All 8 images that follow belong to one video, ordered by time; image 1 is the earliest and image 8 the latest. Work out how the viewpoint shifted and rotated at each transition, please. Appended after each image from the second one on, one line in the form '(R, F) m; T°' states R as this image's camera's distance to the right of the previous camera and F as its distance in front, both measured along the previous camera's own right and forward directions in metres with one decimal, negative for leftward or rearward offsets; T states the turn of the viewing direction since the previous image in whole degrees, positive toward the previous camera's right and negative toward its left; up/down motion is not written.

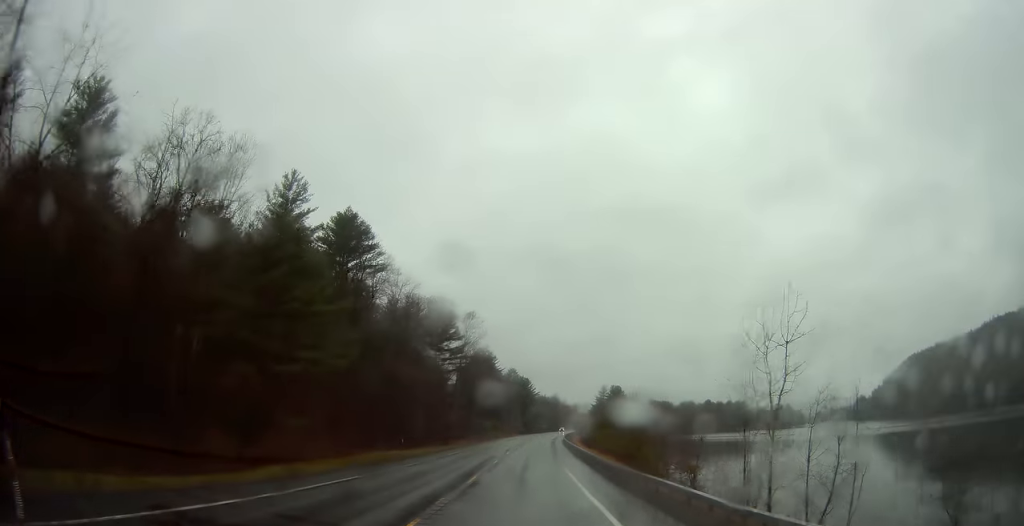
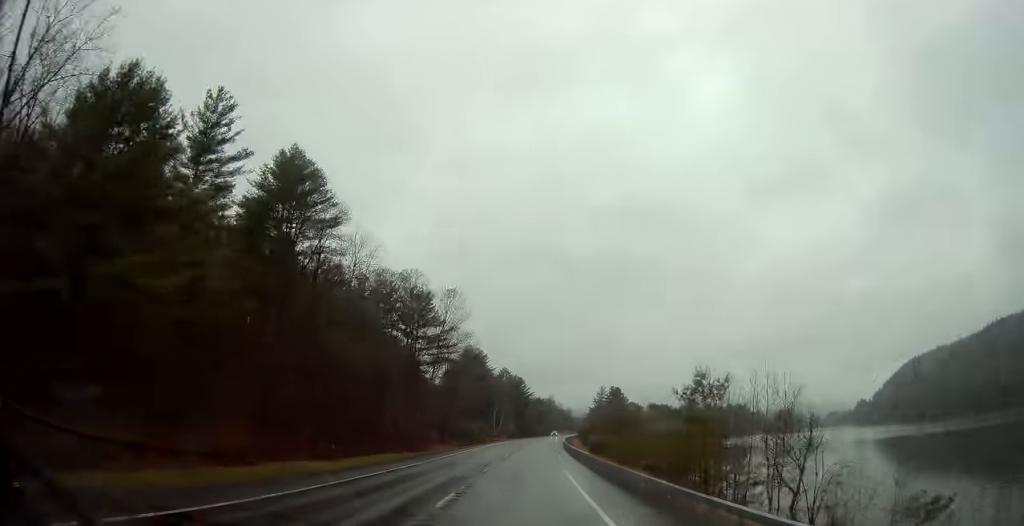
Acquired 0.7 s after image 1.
(+0.3, +19.0) m; +1°
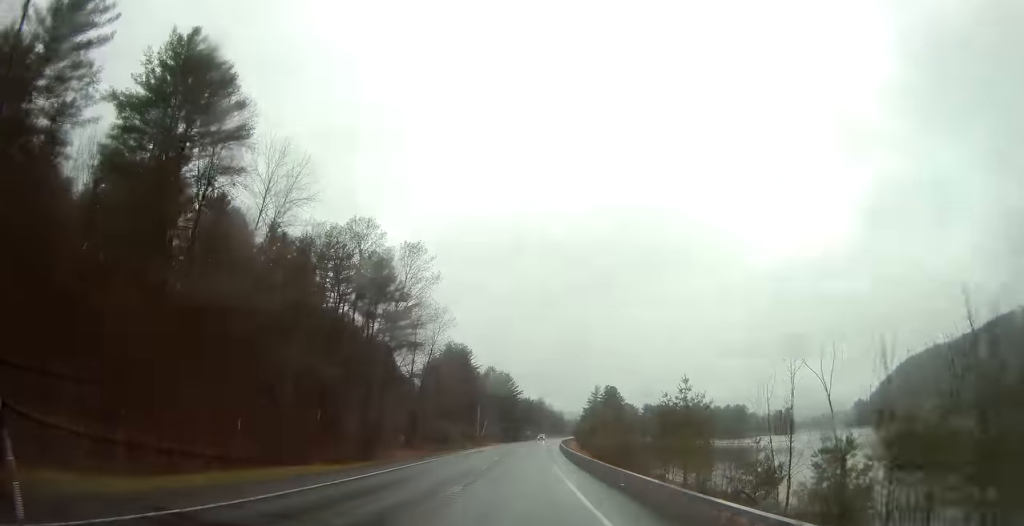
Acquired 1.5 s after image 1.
(+0.3, +21.7) m; +1°
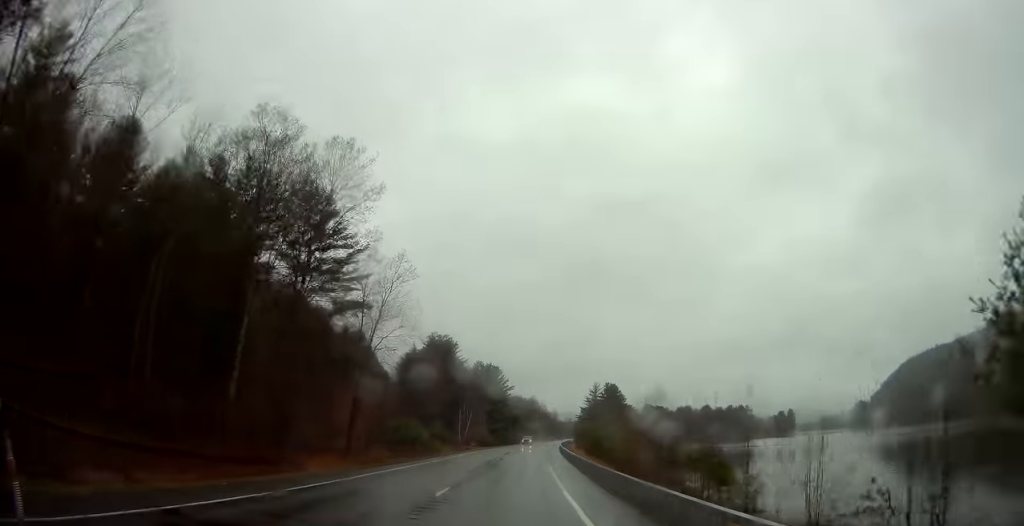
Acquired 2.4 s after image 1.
(+0.2, +24.4) m; +1°
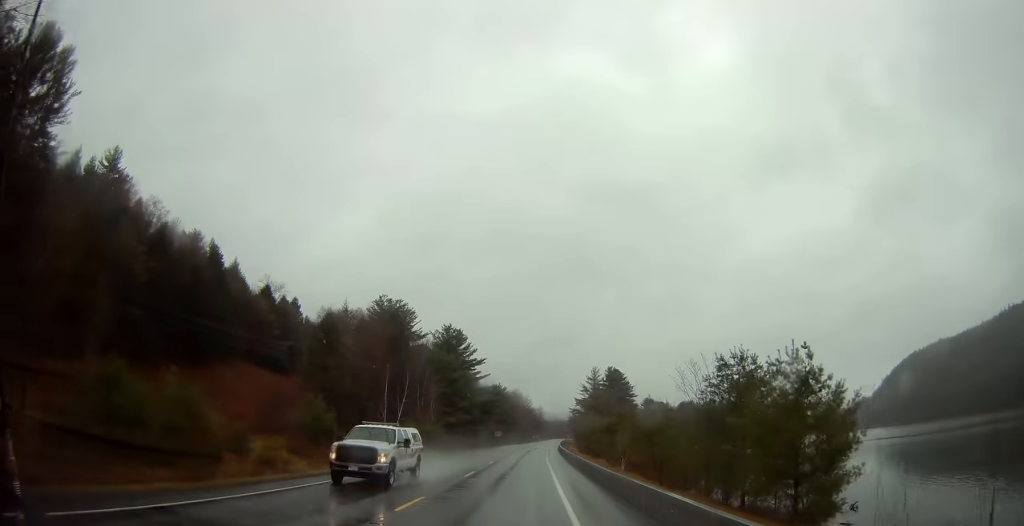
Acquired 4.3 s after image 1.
(+0.9, +52.4) m; +2°
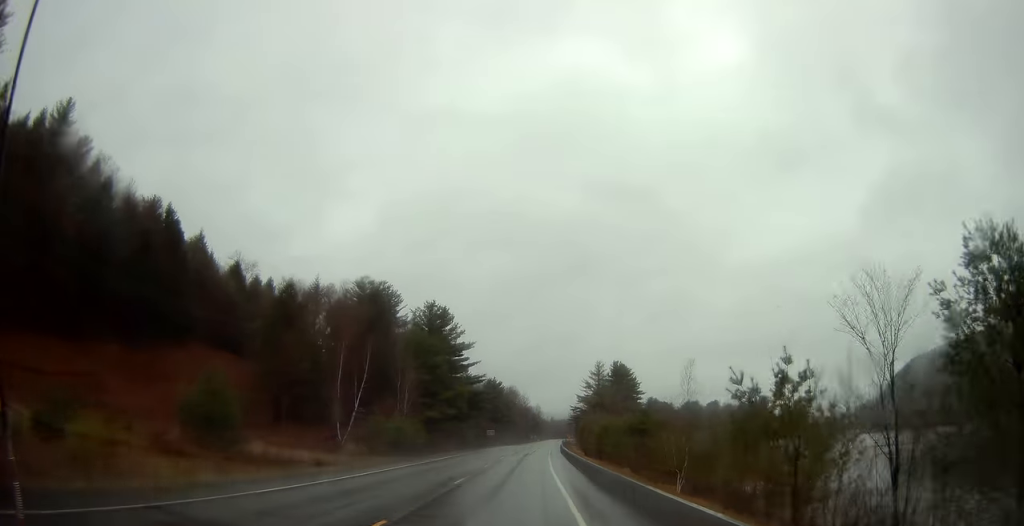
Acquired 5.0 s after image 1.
(0.0, +17.0) m; +1°
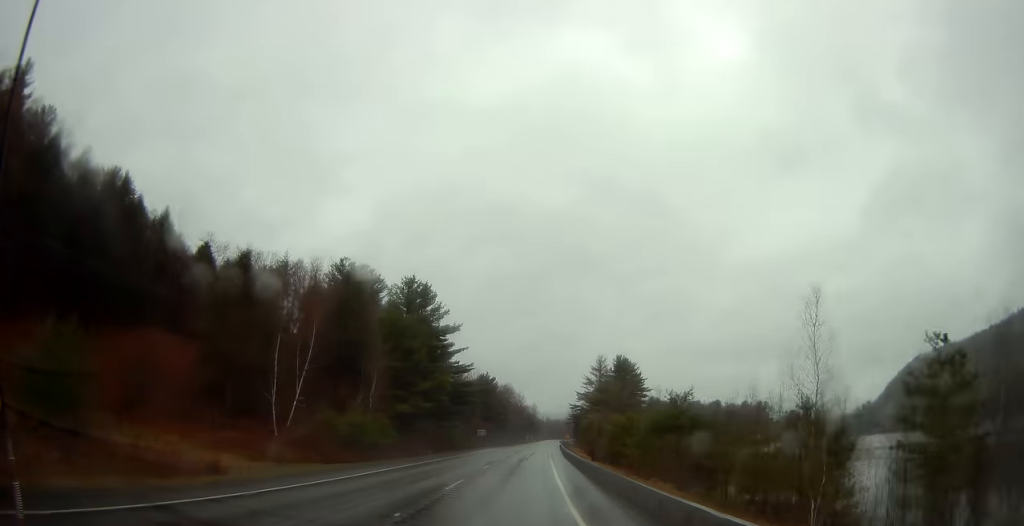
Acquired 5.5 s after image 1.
(+0.2, +13.4) m; 0°
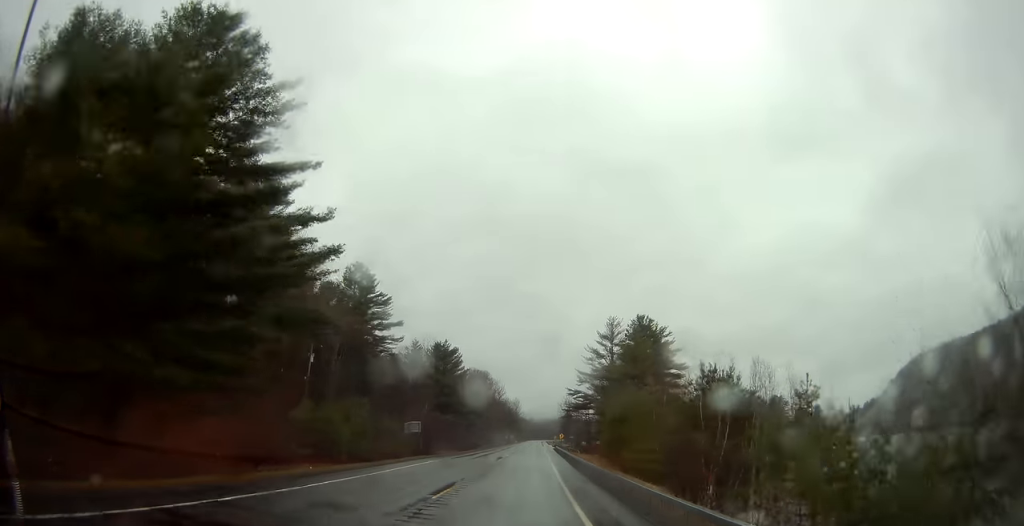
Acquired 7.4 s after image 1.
(+0.1, +51.6) m; +1°
